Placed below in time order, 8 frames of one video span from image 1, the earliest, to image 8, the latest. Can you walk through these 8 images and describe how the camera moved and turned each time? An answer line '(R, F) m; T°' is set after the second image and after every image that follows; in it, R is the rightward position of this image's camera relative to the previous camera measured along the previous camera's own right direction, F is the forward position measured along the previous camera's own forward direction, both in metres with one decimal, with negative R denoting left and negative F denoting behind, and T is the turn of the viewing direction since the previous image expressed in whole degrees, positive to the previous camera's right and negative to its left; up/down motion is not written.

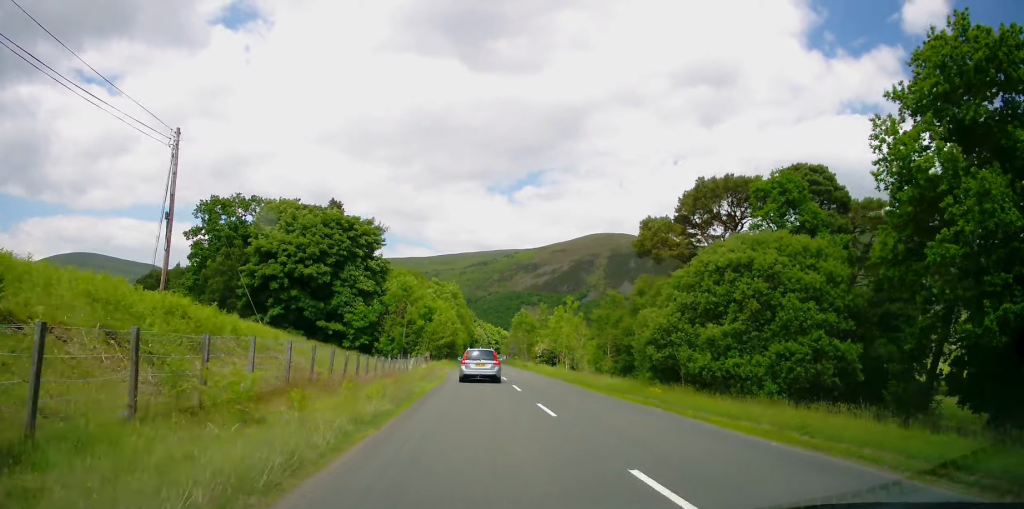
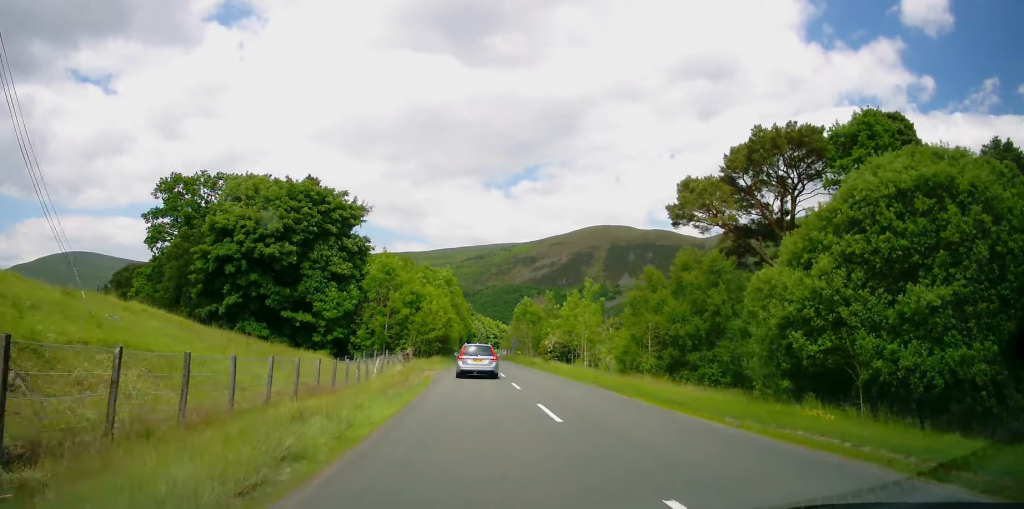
(+0.1, +10.2) m; +1°
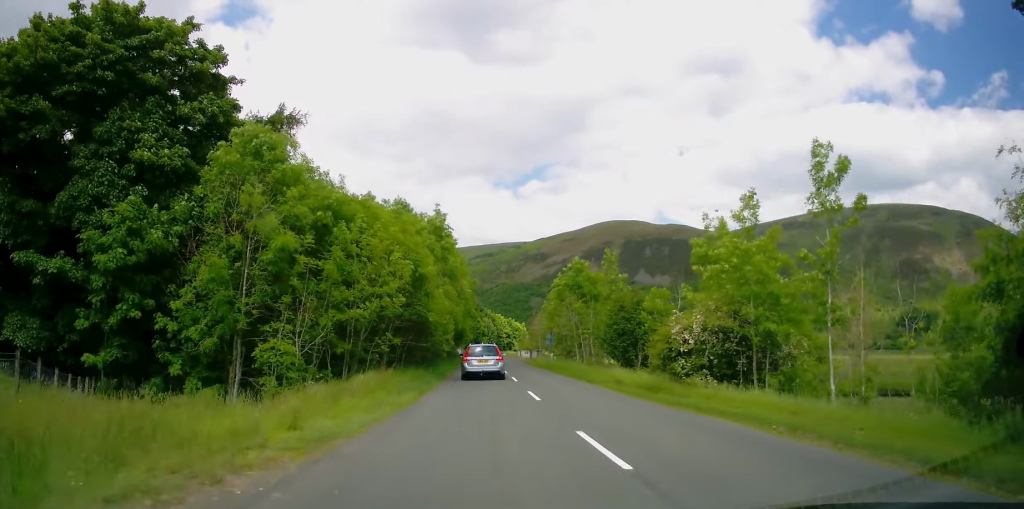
(+0.7, +29.2) m; +4°
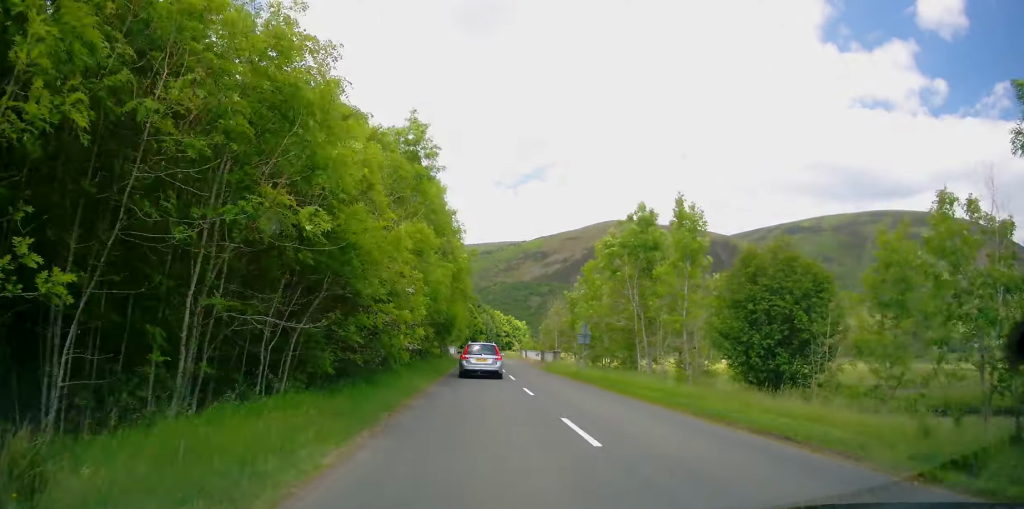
(+0.4, +17.2) m; -5°
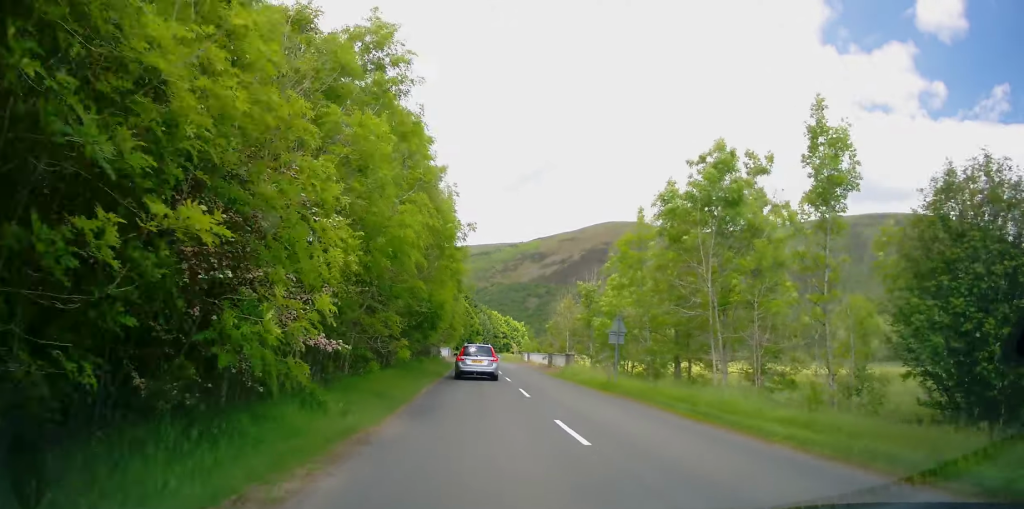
(-0.6, +10.1) m; -4°
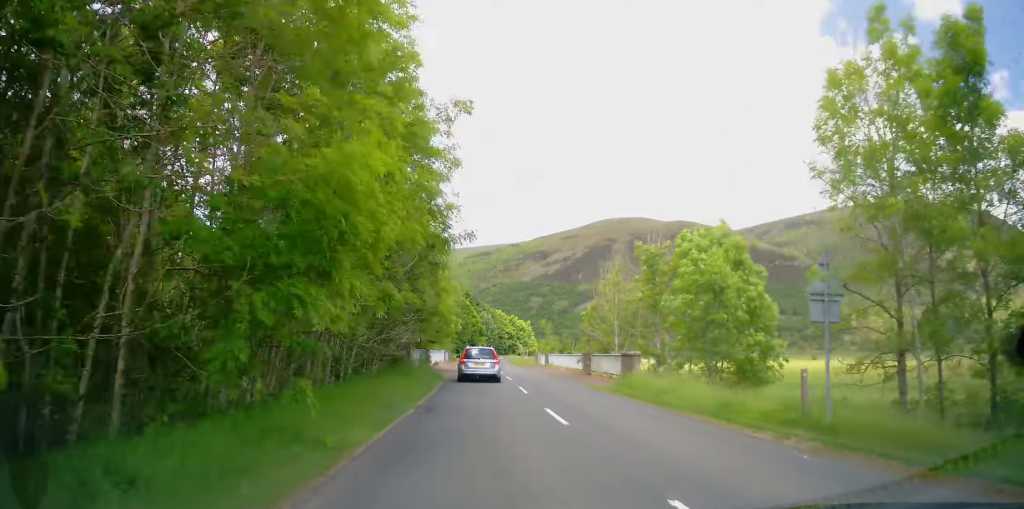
(-1.0, +18.0) m; +1°
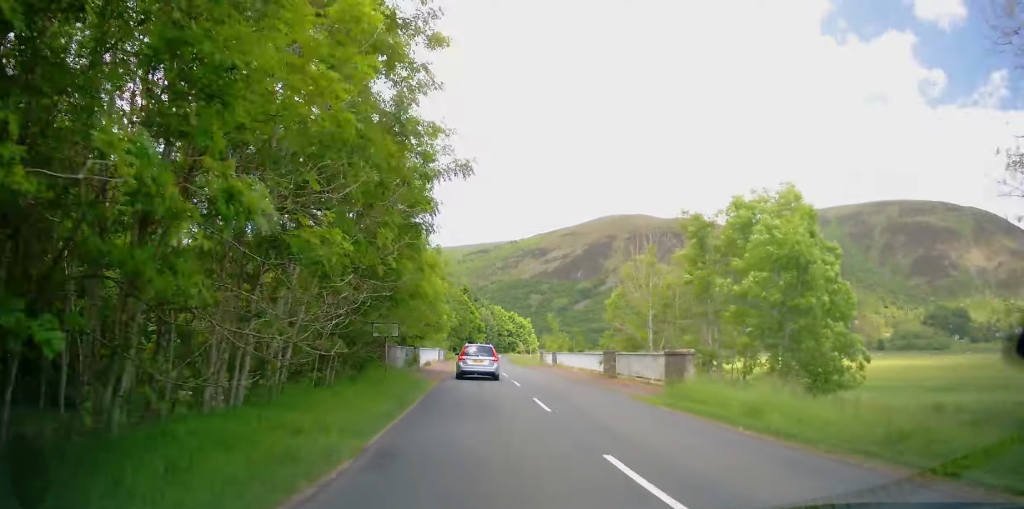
(+0.3, +7.3) m; +3°
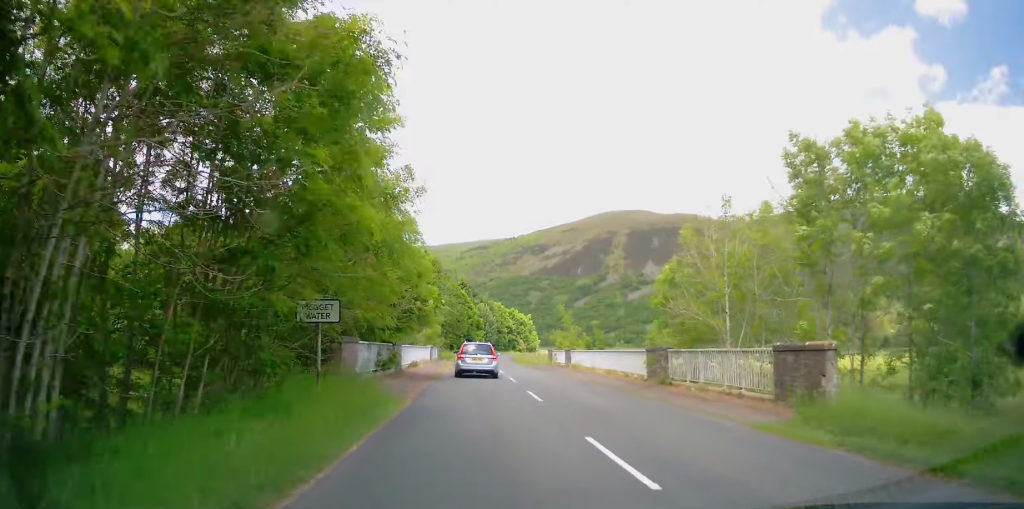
(+0.3, +8.6) m; +1°
